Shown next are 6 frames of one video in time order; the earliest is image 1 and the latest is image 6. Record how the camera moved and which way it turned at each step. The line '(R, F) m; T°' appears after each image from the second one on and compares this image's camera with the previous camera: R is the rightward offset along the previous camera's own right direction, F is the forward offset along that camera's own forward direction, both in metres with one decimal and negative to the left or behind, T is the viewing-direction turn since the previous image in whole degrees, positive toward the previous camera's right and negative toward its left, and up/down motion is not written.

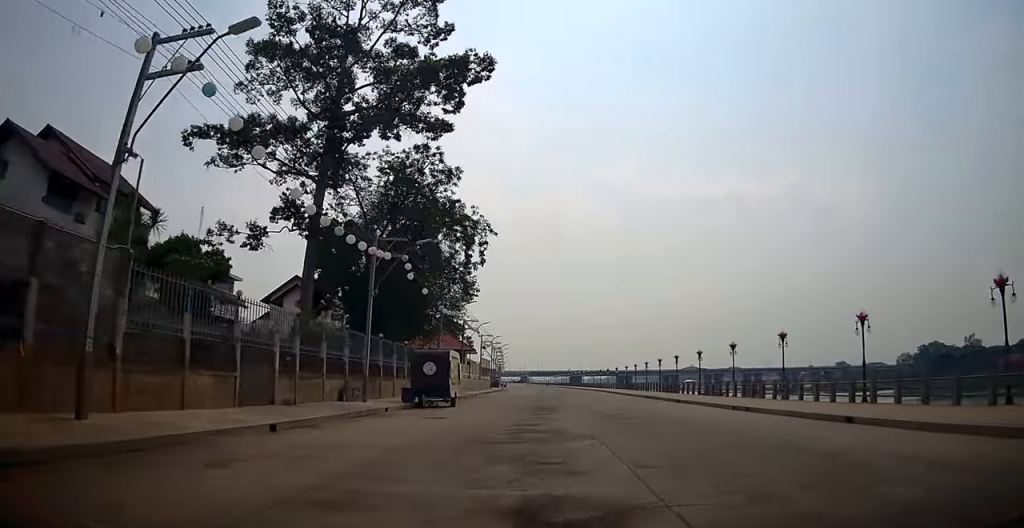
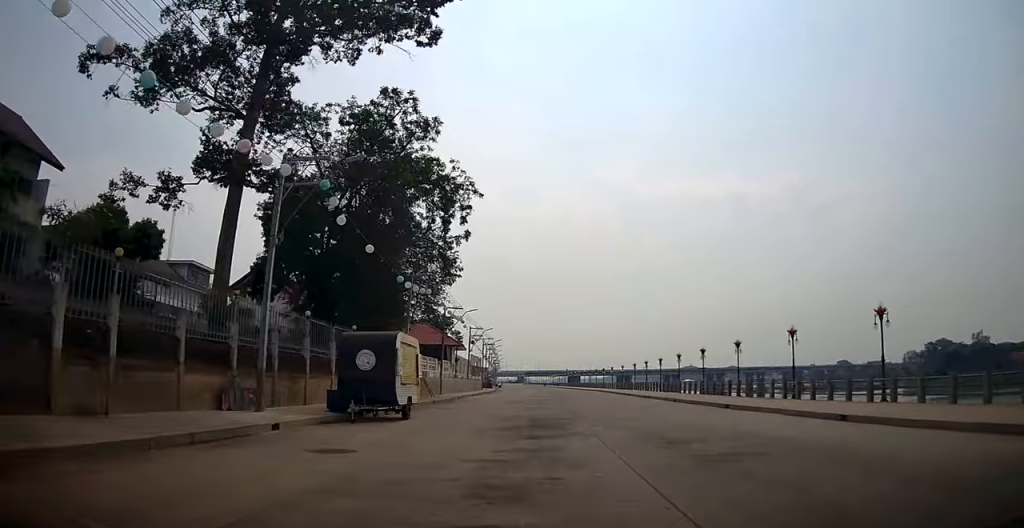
(0.0, +9.7) m; 0°
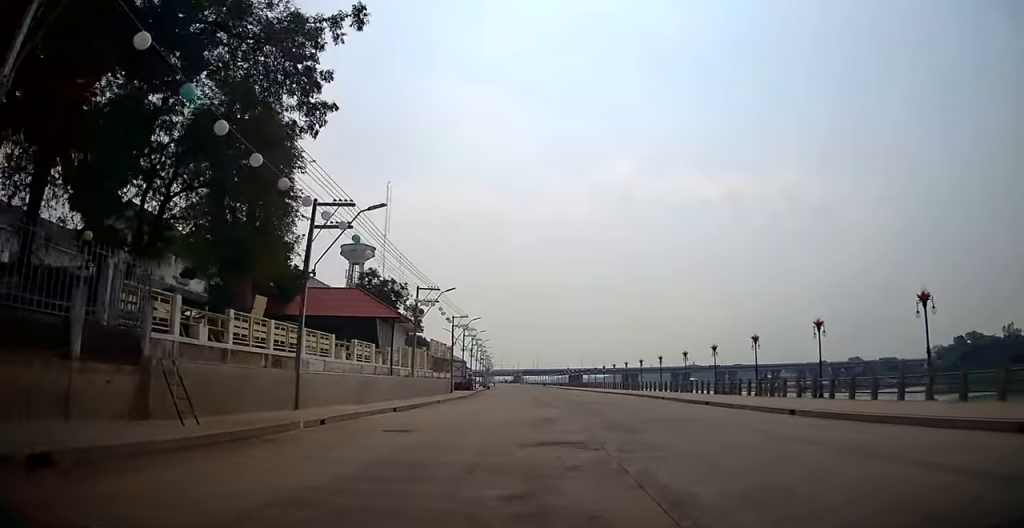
(+0.7, +26.2) m; +2°
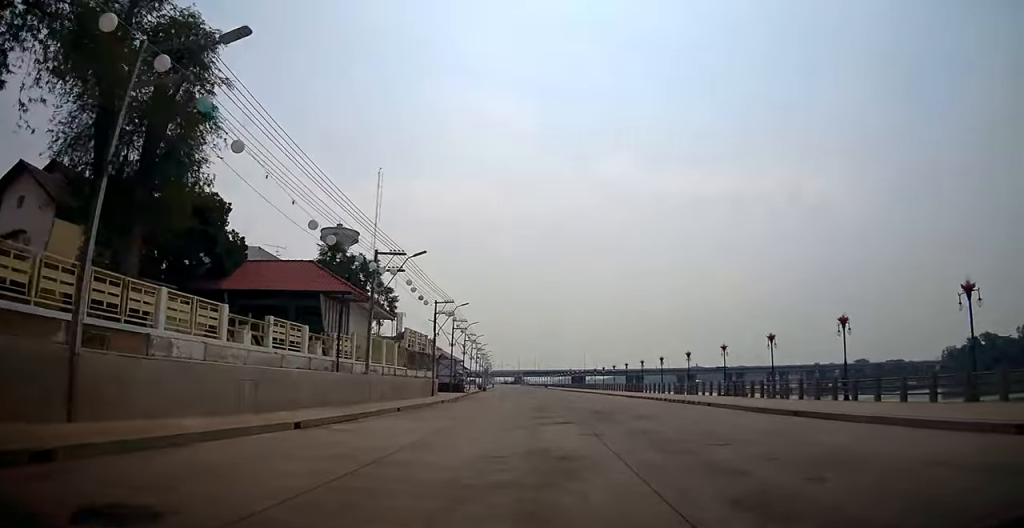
(0.0, +9.3) m; 0°
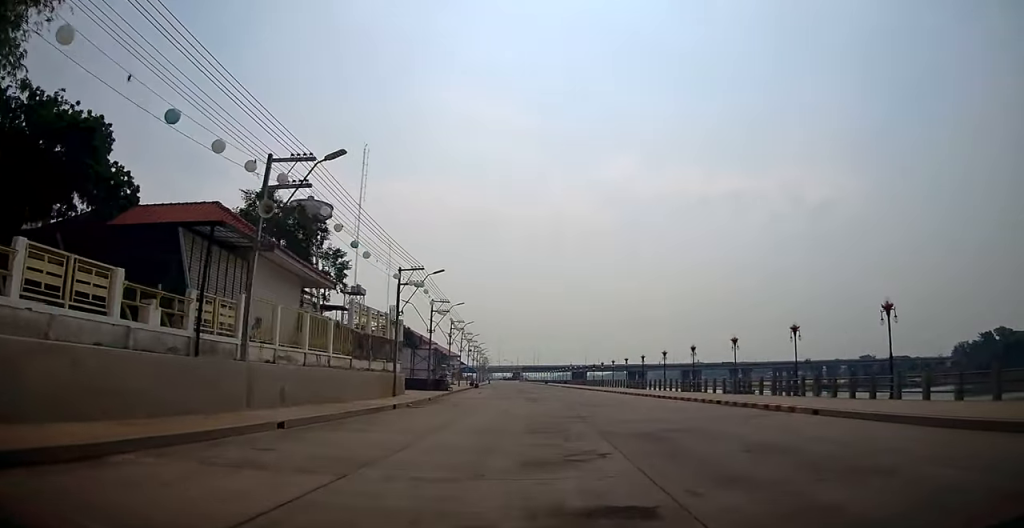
(+0.1, +10.5) m; 0°
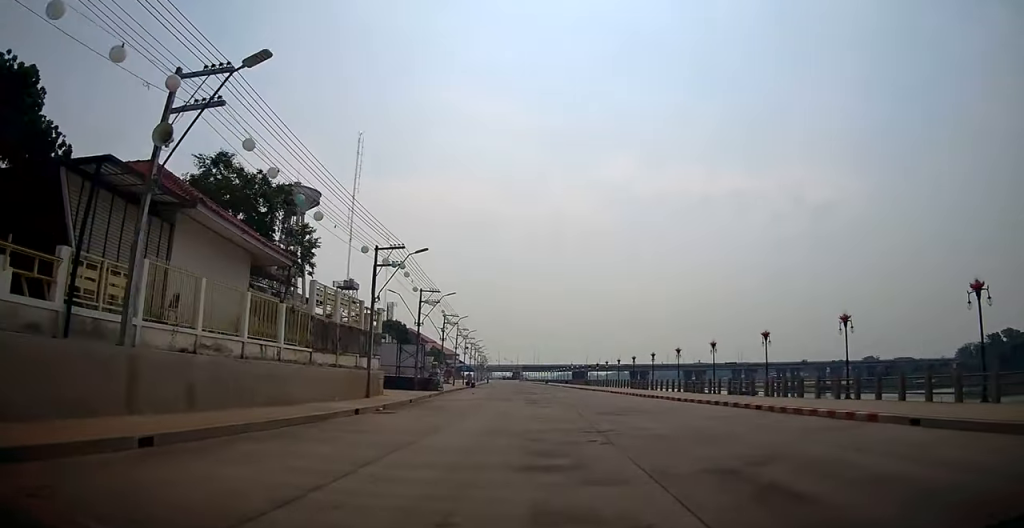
(+0.1, +4.7) m; 0°
